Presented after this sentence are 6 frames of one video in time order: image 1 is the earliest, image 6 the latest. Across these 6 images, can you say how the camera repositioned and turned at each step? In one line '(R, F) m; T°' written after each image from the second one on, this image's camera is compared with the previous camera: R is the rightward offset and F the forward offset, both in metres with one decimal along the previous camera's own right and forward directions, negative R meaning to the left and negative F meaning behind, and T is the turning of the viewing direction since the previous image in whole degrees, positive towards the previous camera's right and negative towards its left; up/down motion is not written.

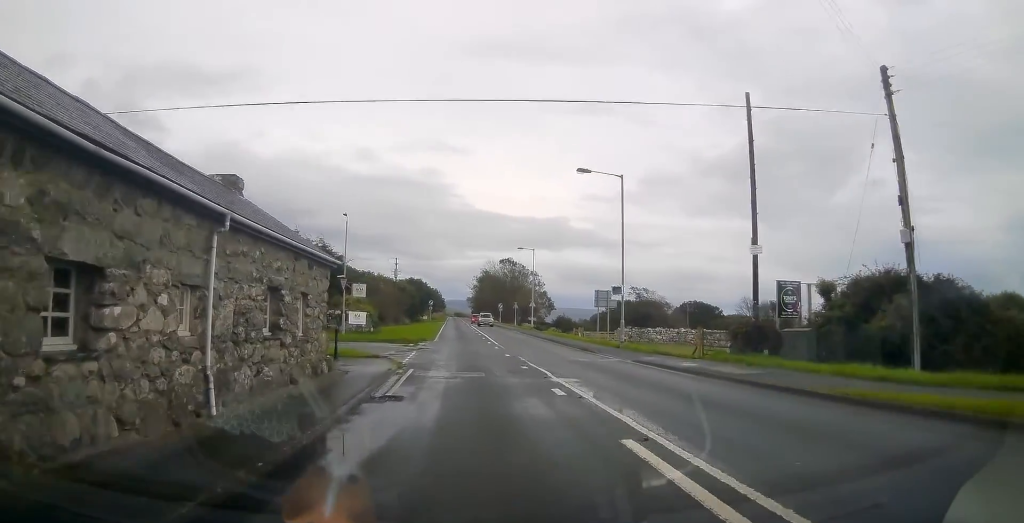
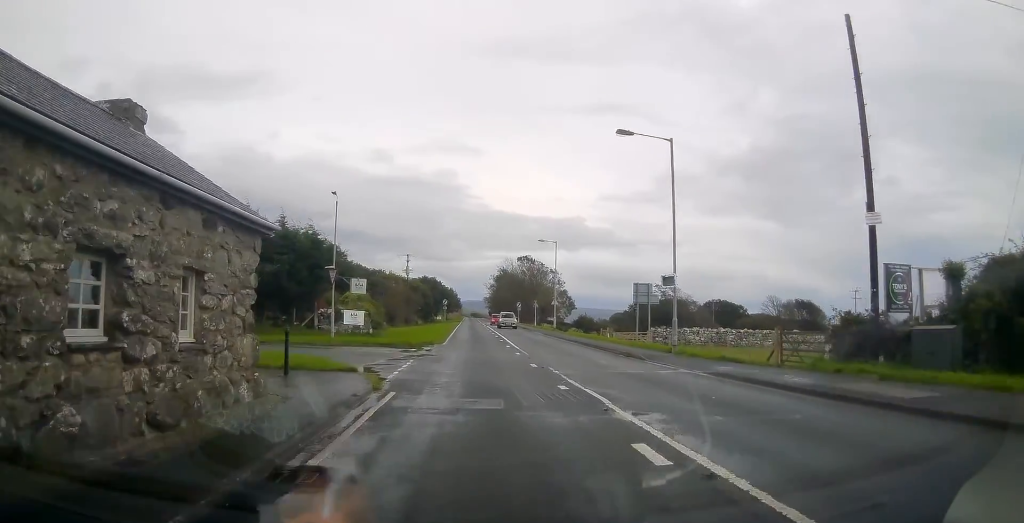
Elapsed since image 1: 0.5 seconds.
(-0.2, +5.9) m; -1°
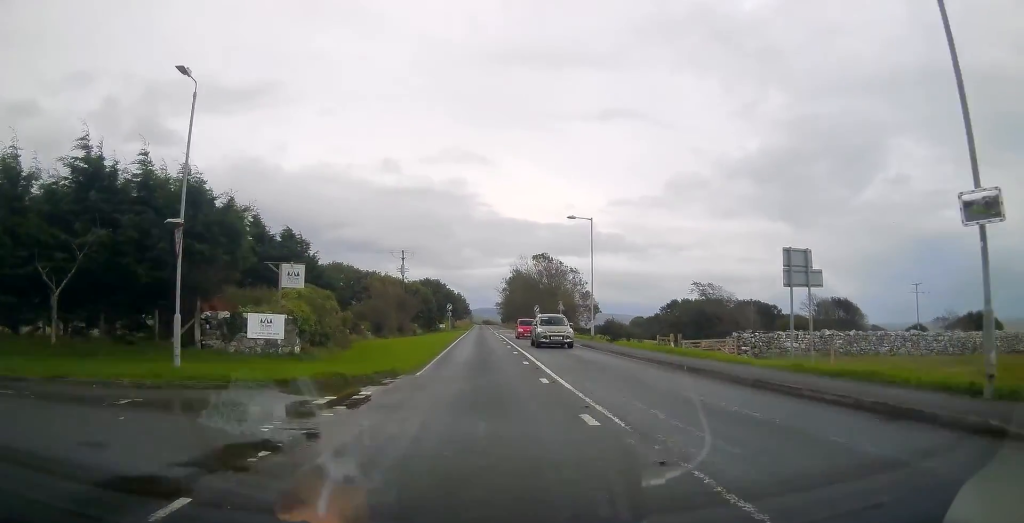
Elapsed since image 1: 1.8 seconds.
(-0.3, +15.4) m; -2°
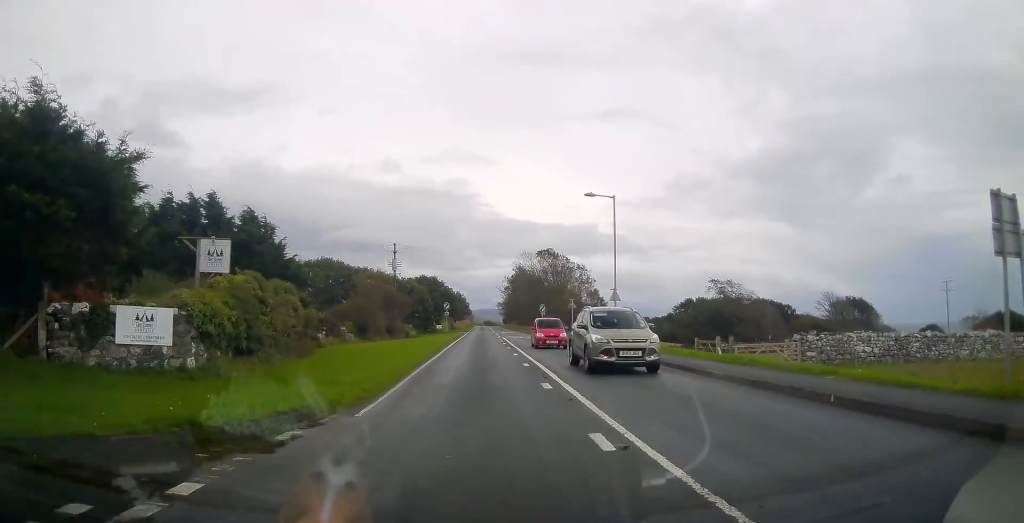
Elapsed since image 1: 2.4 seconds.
(0.0, +7.5) m; 0°
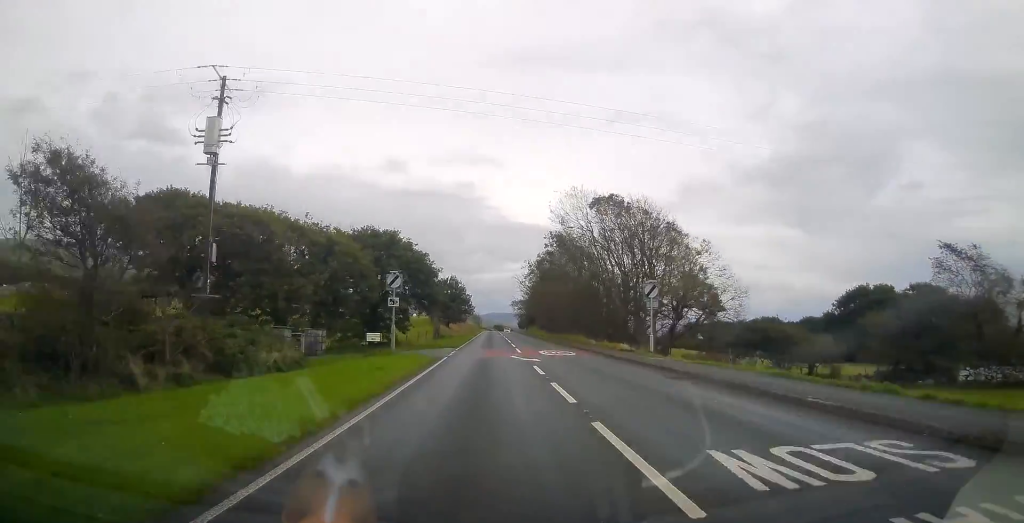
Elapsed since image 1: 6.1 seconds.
(-0.7, +48.5) m; -1°
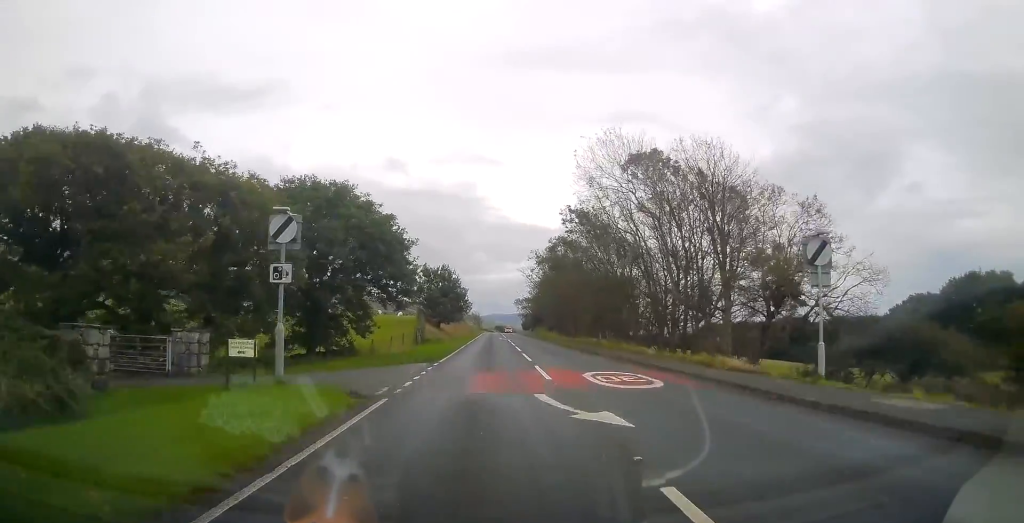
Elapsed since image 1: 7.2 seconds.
(-0.1, +15.4) m; 0°
